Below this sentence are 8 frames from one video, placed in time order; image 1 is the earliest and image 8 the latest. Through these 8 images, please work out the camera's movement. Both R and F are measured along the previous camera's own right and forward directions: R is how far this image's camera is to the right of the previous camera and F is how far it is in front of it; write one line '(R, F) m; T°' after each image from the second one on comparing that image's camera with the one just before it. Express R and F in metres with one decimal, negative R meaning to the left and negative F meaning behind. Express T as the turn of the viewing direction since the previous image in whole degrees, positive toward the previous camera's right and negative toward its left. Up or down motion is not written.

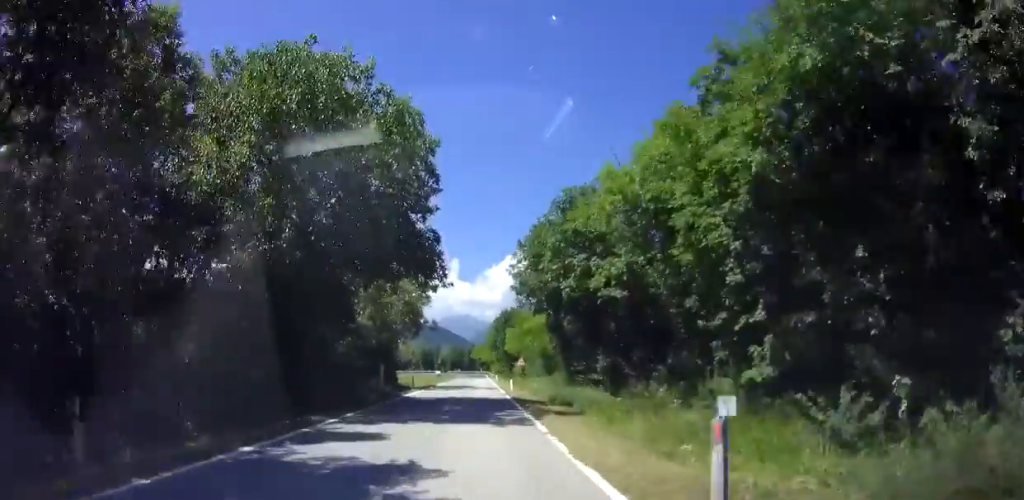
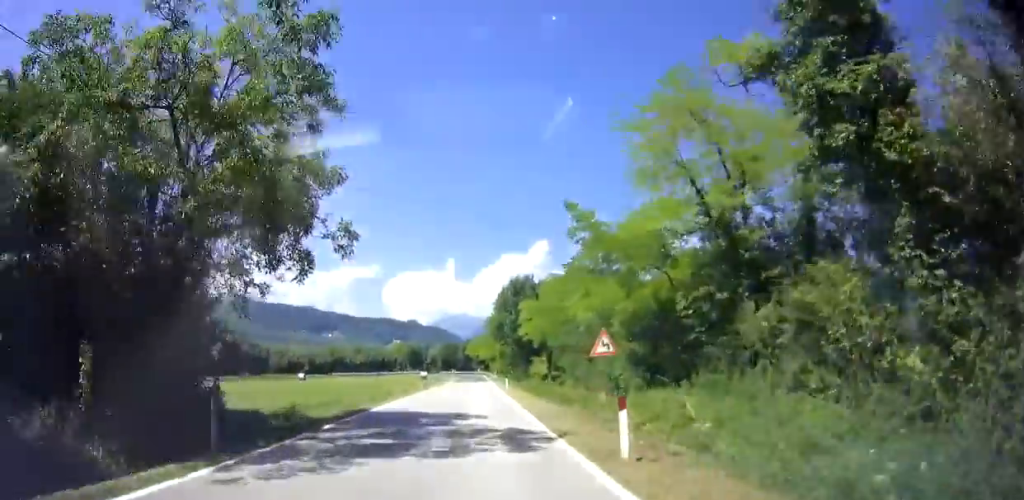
(-0.1, +28.9) m; 0°
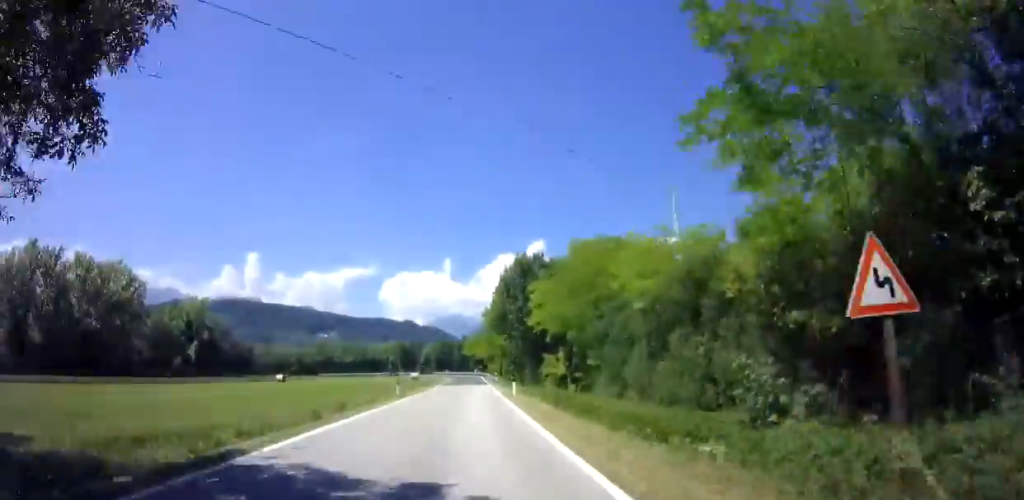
(0.0, +11.2) m; 0°
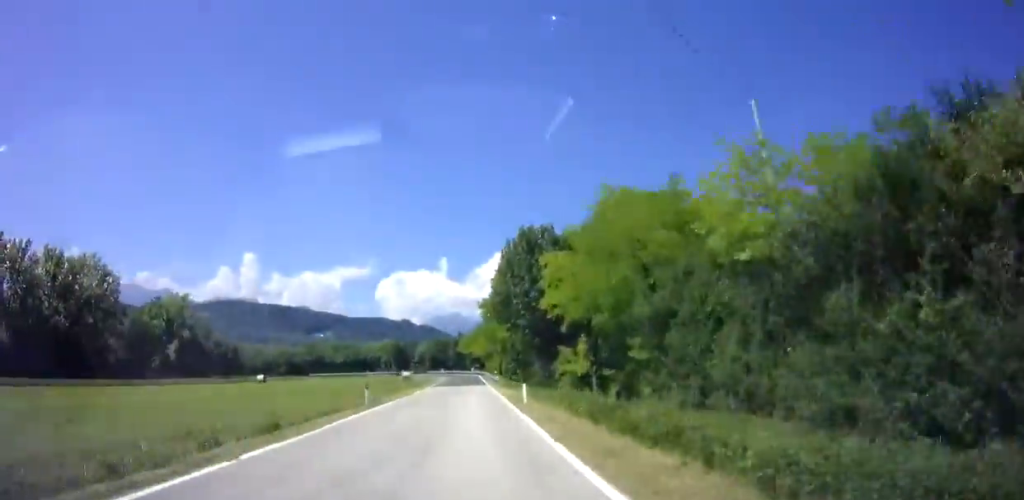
(0.0, +8.0) m; 0°
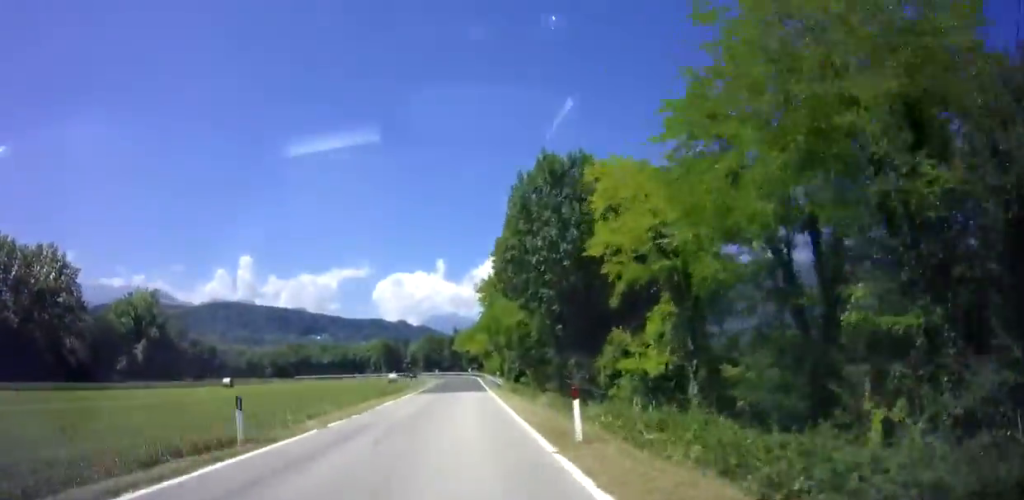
(0.0, +12.2) m; 0°
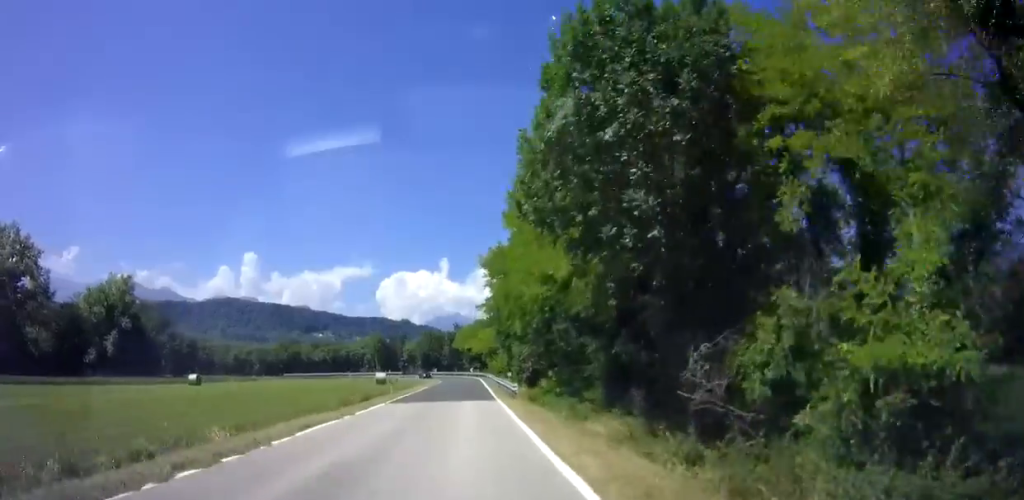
(0.0, +11.1) m; 0°
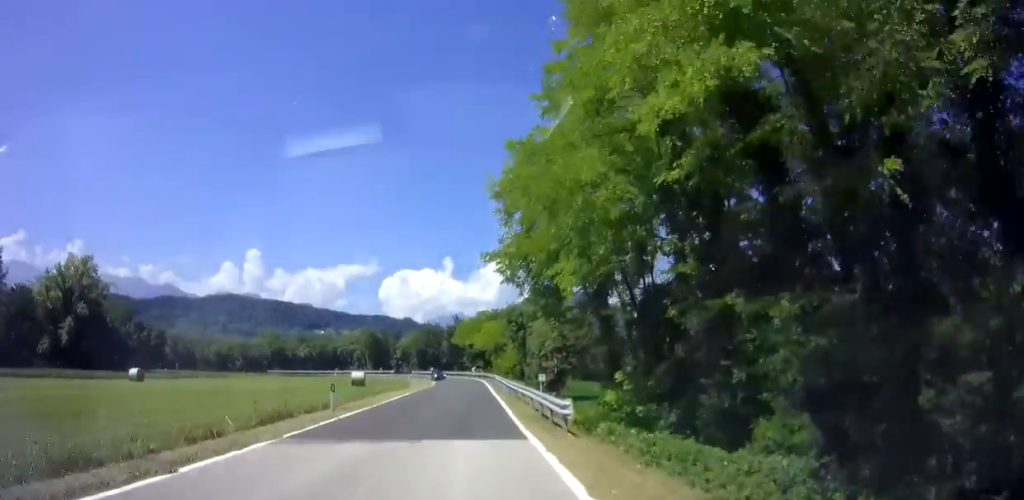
(+0.1, +14.1) m; 0°
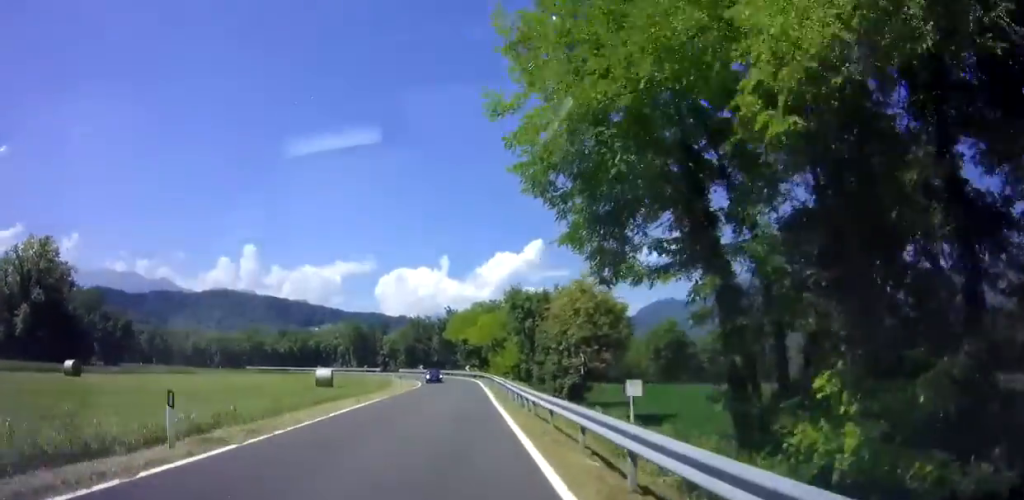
(0.0, +10.8) m; 0°
